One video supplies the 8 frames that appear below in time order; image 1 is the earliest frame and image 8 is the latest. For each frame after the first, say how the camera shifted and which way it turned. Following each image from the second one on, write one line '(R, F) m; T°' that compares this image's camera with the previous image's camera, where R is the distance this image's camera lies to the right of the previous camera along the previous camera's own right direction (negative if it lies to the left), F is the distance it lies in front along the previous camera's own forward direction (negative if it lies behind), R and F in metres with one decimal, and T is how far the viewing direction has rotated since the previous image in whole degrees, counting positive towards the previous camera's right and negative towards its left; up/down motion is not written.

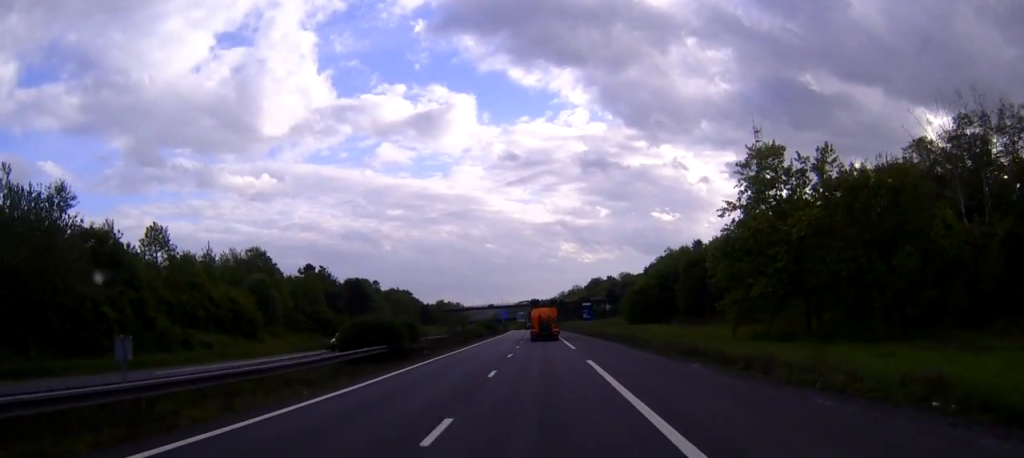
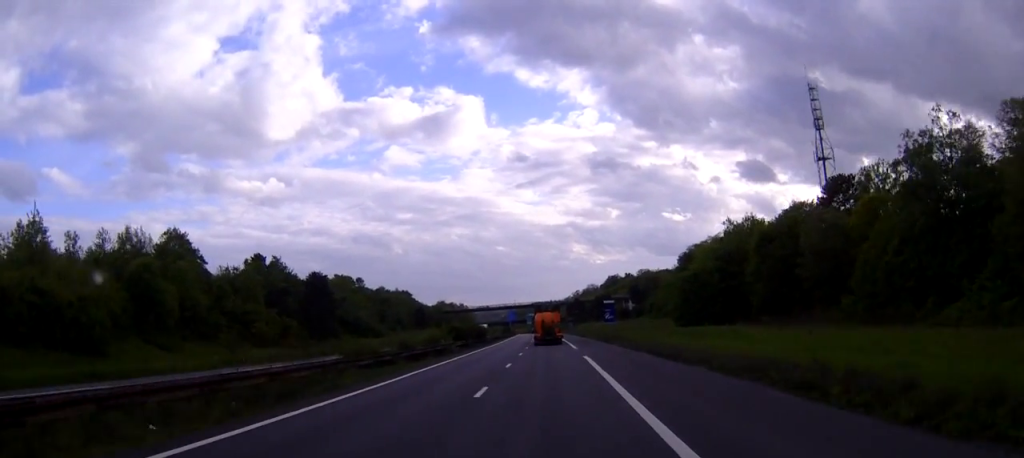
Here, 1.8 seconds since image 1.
(-0.3, +44.1) m; -1°
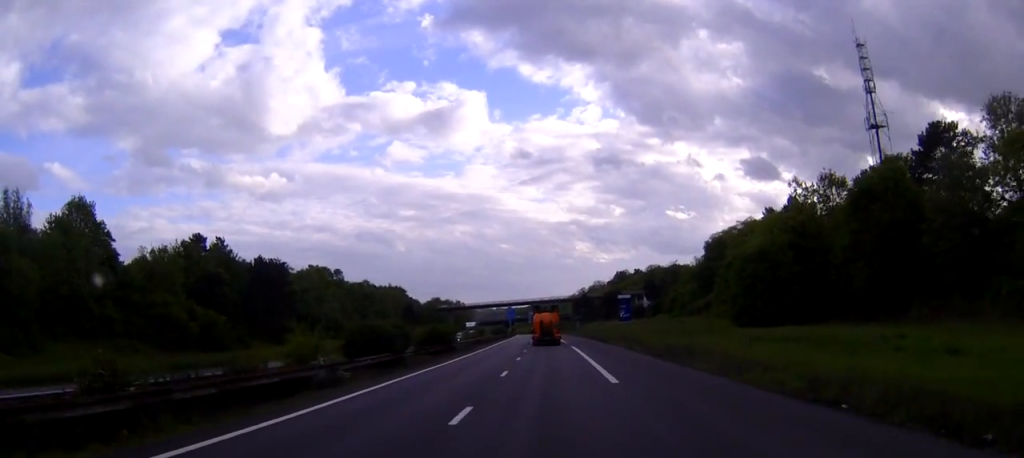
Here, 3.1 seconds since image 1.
(-0.1, +31.1) m; 0°
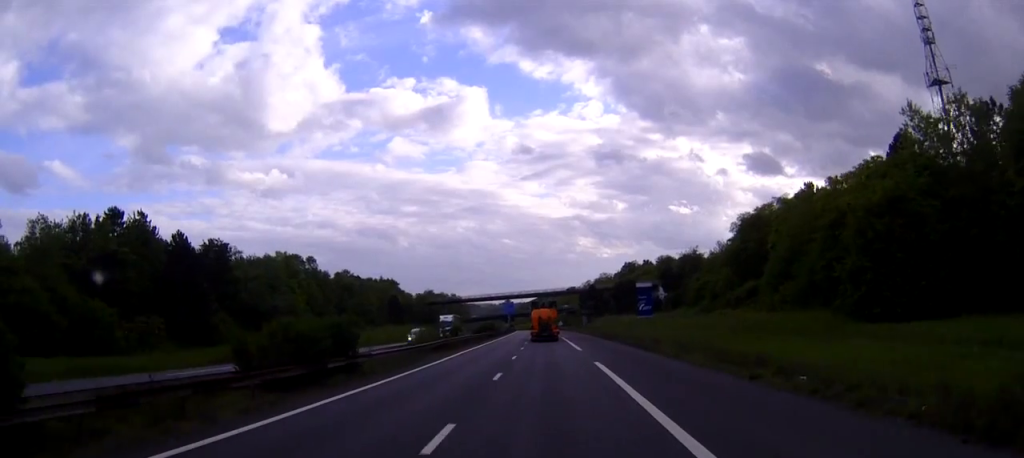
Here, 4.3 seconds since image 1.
(-0.1, +29.4) m; 0°
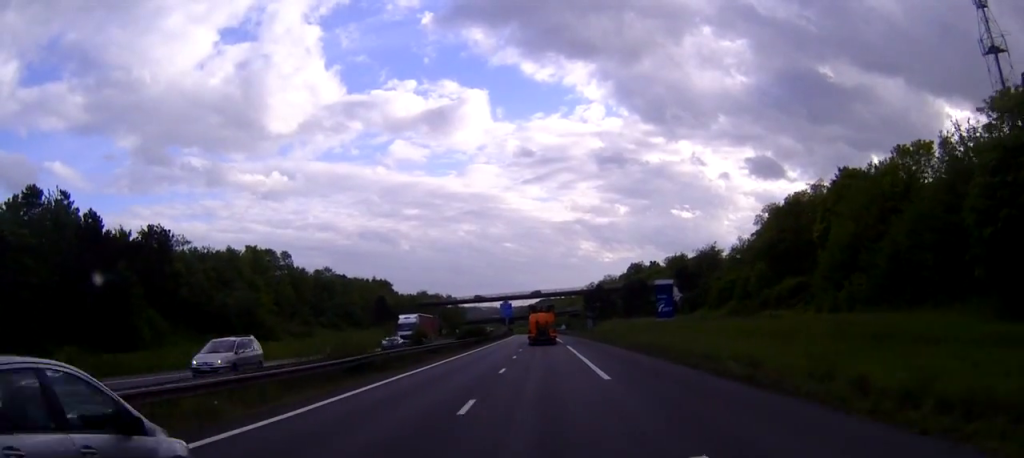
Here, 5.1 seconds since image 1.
(0.0, +21.3) m; 0°
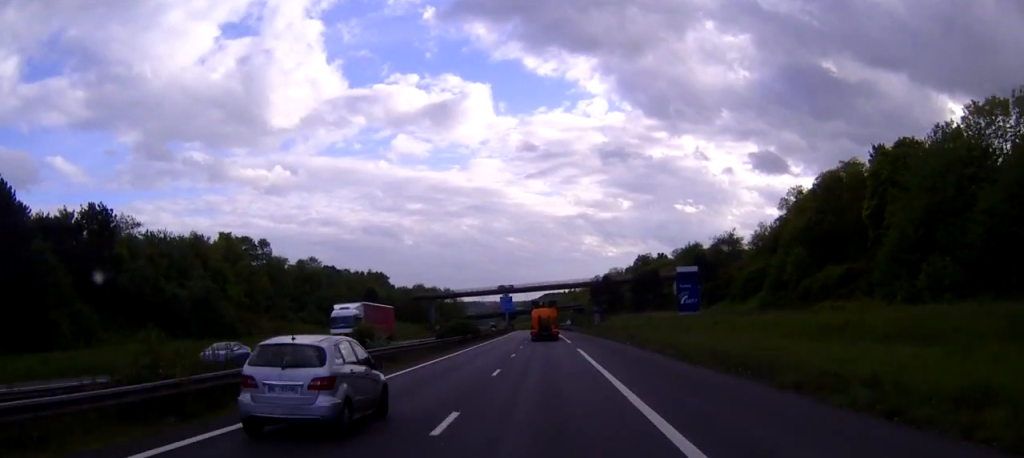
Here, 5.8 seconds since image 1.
(0.0, +16.4) m; 0°
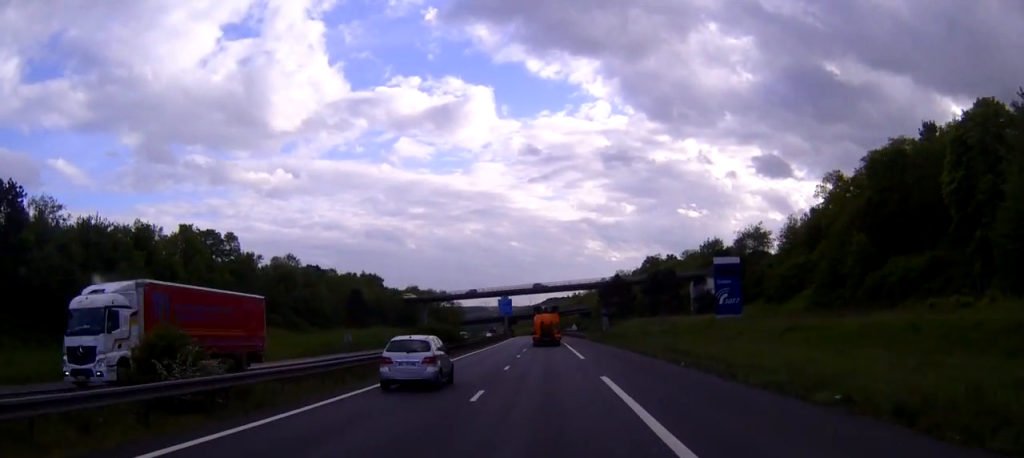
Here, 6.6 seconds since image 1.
(-0.1, +19.7) m; 0°
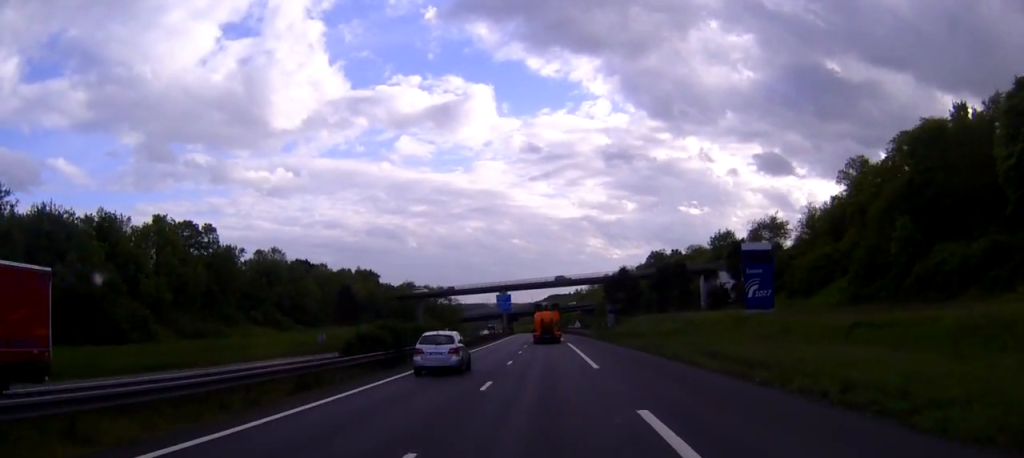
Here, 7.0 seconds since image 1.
(0.0, +10.7) m; 0°
